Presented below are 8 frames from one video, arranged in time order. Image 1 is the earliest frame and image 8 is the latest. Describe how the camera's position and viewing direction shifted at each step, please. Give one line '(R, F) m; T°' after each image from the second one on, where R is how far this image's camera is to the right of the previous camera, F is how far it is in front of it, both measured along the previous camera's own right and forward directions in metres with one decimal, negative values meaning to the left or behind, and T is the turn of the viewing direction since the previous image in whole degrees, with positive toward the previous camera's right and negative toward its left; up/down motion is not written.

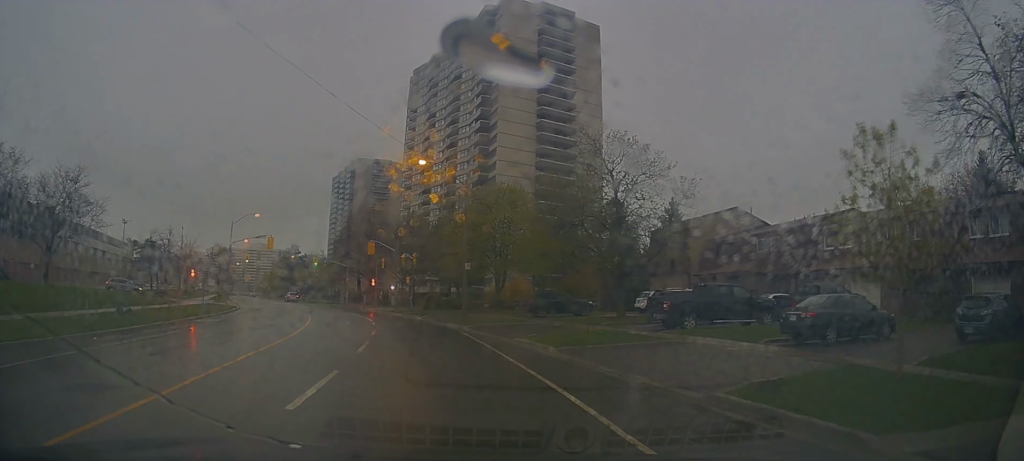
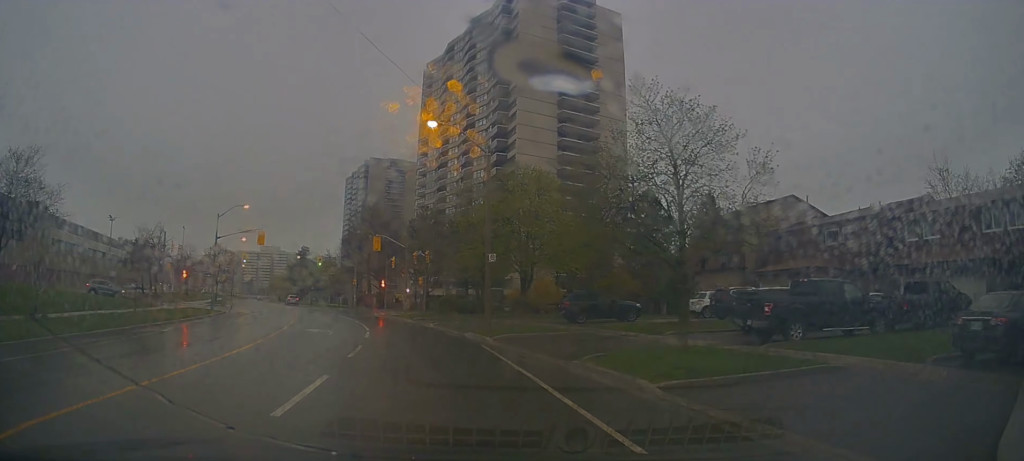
(-0.2, +7.1) m; -1°
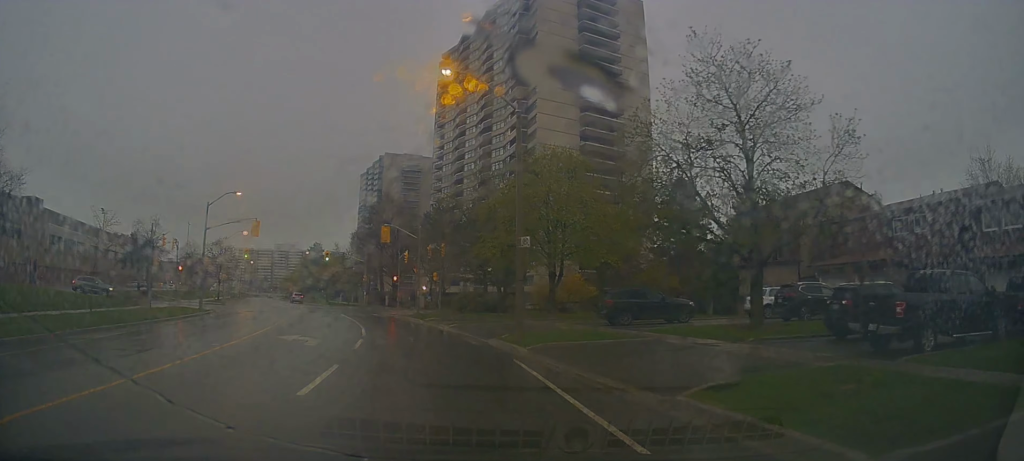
(0.0, +5.2) m; 0°
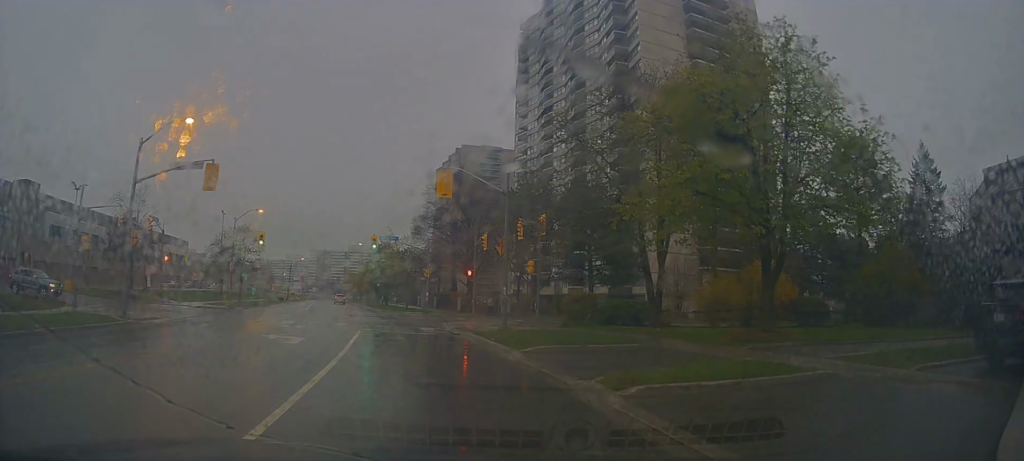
(-0.7, +19.0) m; -9°
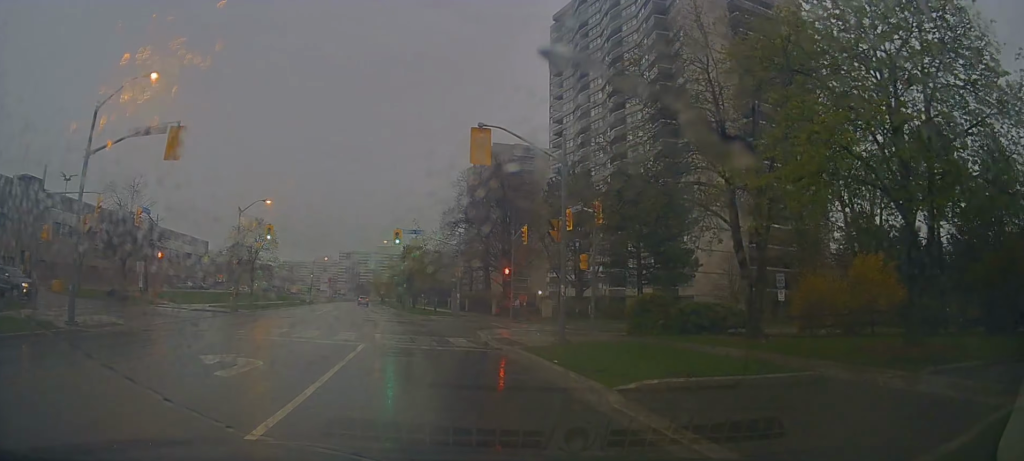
(-0.3, +5.9) m; -5°
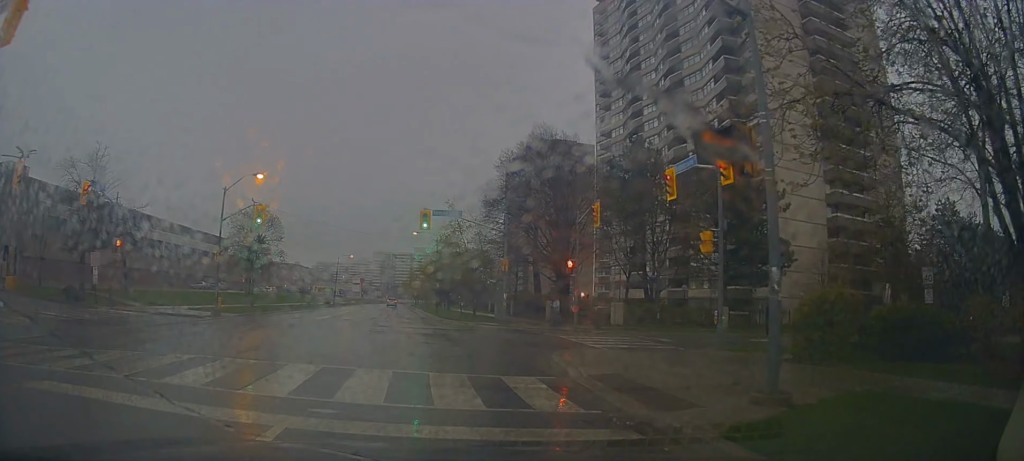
(-0.4, +10.3) m; -2°
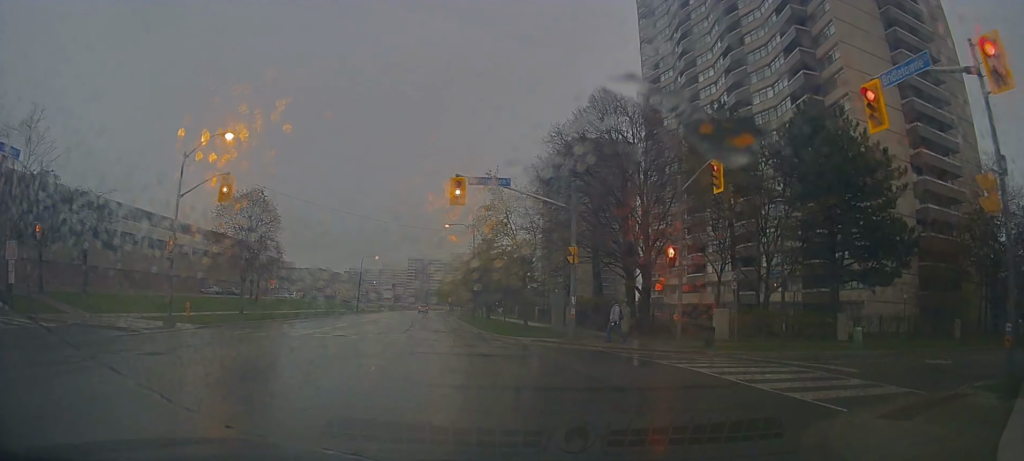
(0.0, +9.5) m; -2°
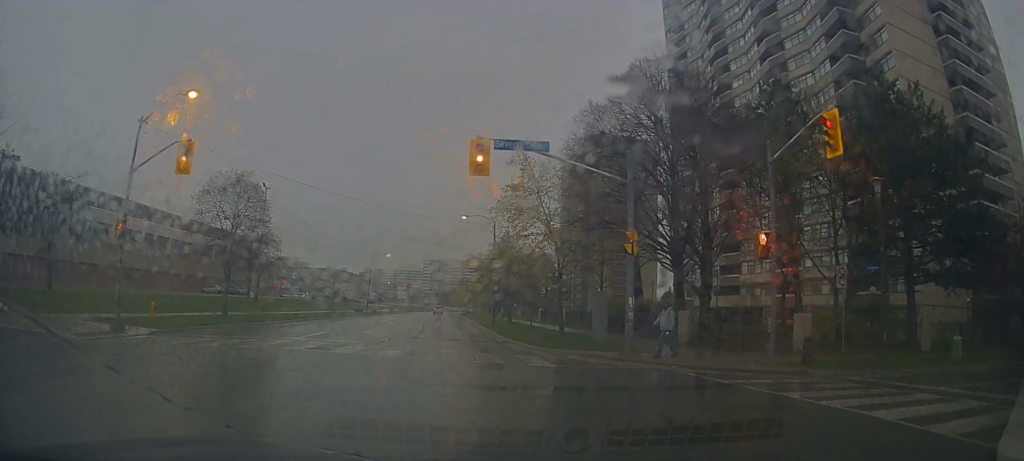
(0.0, +5.1) m; -2°
